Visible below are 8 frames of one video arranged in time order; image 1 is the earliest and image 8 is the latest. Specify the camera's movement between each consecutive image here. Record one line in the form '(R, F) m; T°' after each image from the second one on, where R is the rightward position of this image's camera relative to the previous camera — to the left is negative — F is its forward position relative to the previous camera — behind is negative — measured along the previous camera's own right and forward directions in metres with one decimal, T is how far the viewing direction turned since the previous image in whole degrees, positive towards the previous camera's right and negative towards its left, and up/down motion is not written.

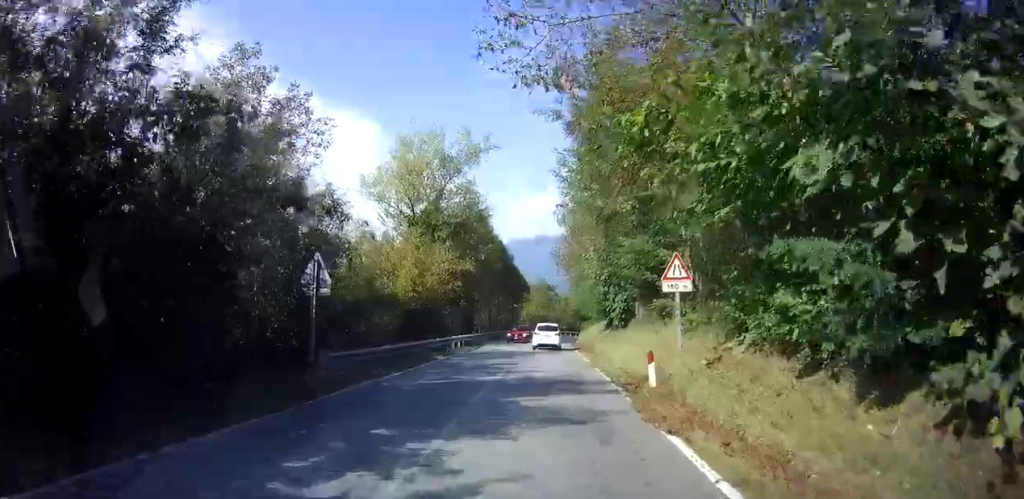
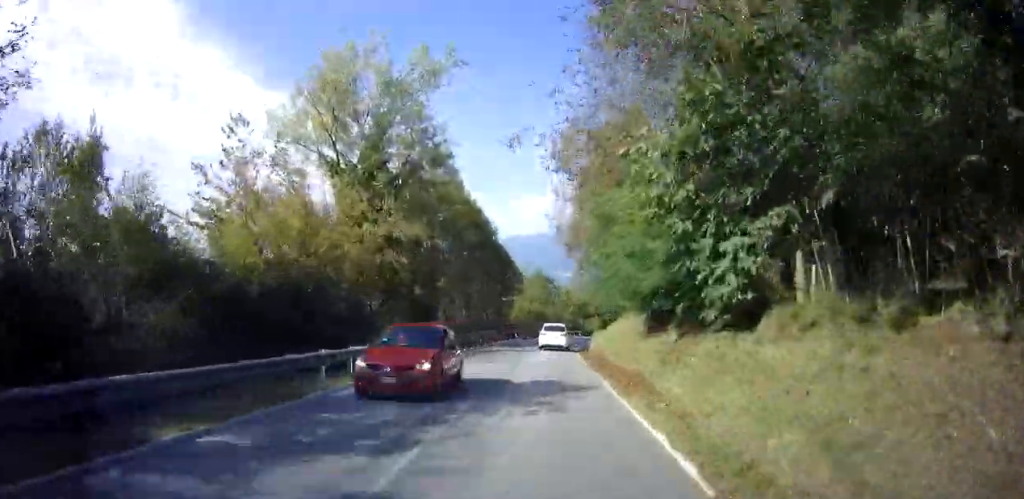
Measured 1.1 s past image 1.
(0.0, +16.6) m; 0°
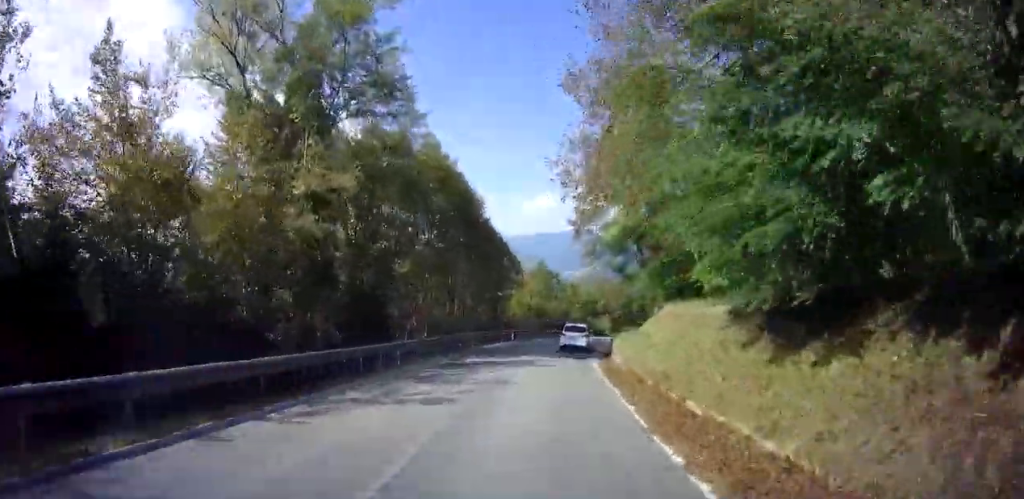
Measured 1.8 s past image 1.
(0.0, +10.1) m; 0°
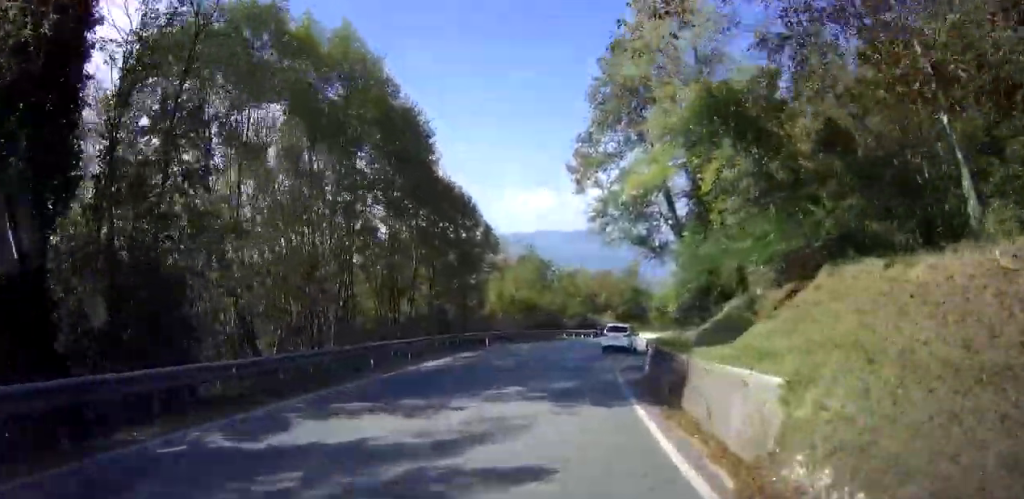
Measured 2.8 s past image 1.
(0.0, +13.7) m; +3°
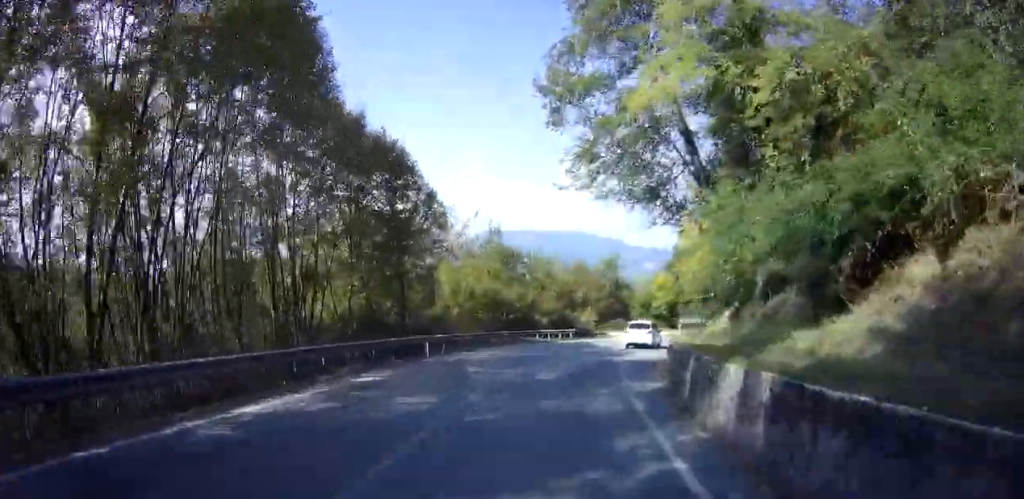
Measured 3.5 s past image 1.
(-0.5, +9.3) m; +7°
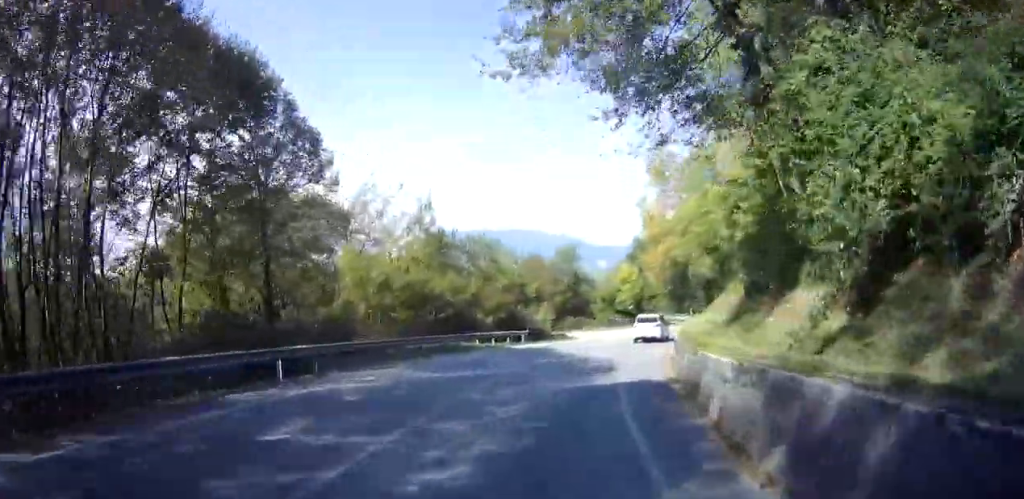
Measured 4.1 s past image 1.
(+1.5, +8.8) m; +7°
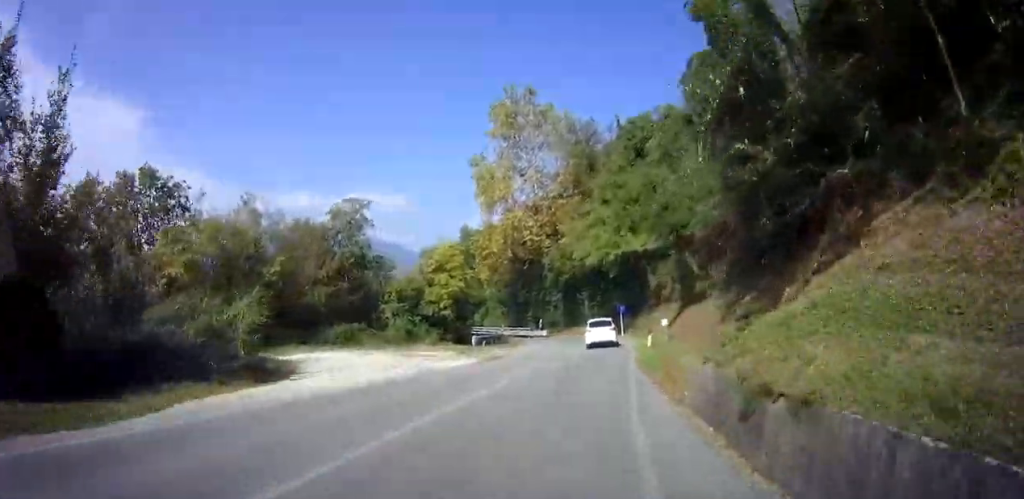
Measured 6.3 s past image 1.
(+1.9, +27.4) m; +4°
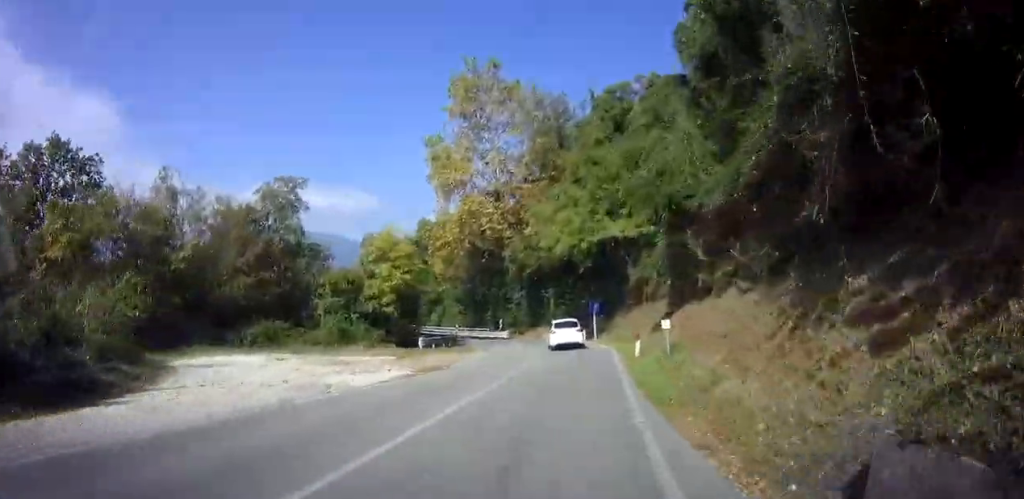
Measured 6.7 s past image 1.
(0.0, +5.8) m; 0°
